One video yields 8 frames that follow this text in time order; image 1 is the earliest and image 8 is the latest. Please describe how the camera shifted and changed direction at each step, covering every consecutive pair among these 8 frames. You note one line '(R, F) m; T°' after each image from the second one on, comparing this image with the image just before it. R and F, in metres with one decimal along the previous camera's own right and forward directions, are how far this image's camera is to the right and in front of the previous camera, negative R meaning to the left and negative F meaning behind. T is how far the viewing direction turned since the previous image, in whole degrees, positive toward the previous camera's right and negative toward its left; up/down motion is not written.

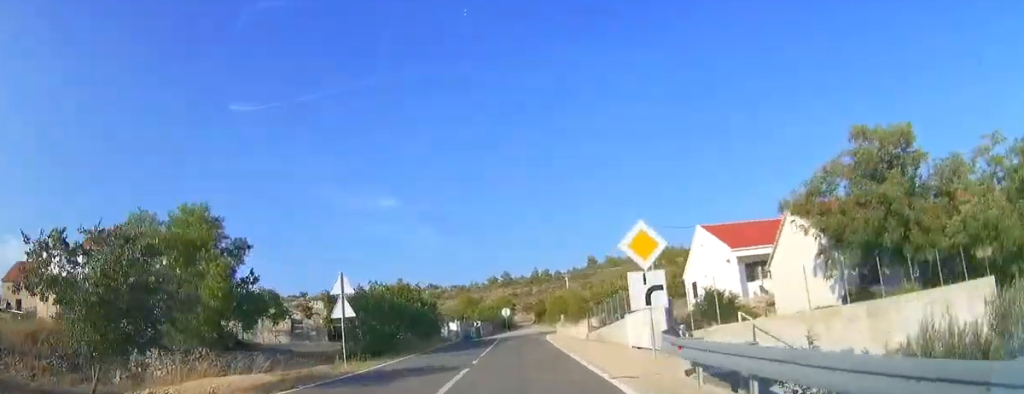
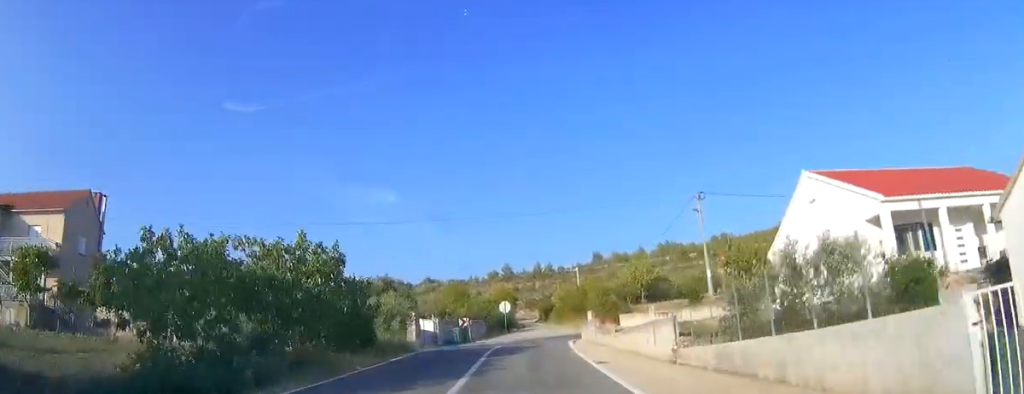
(-0.5, +14.3) m; +2°
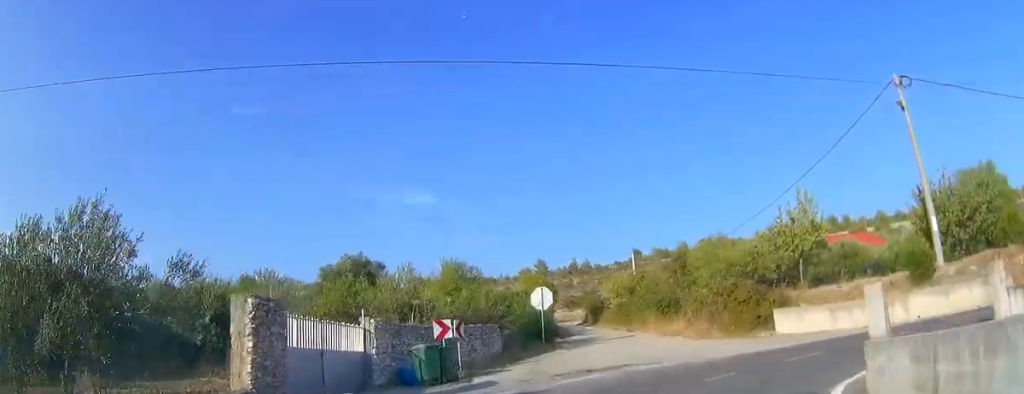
(+2.2, +19.6) m; +8°
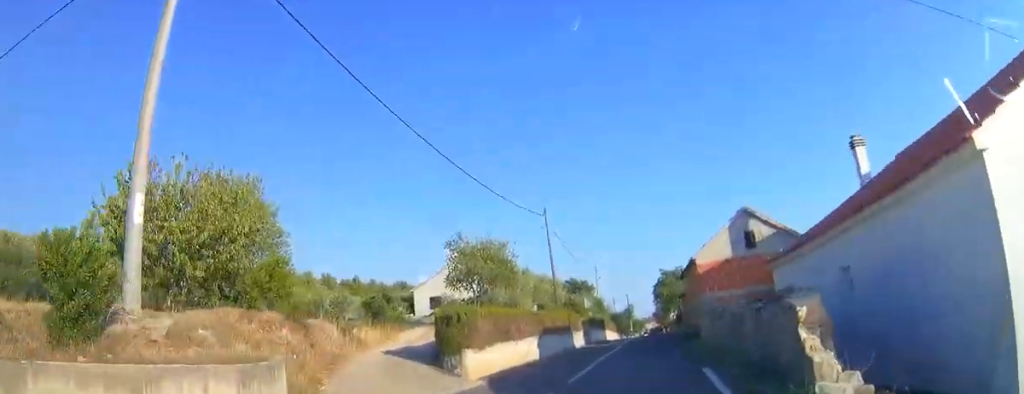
(+0.9, +18.8) m; +34°
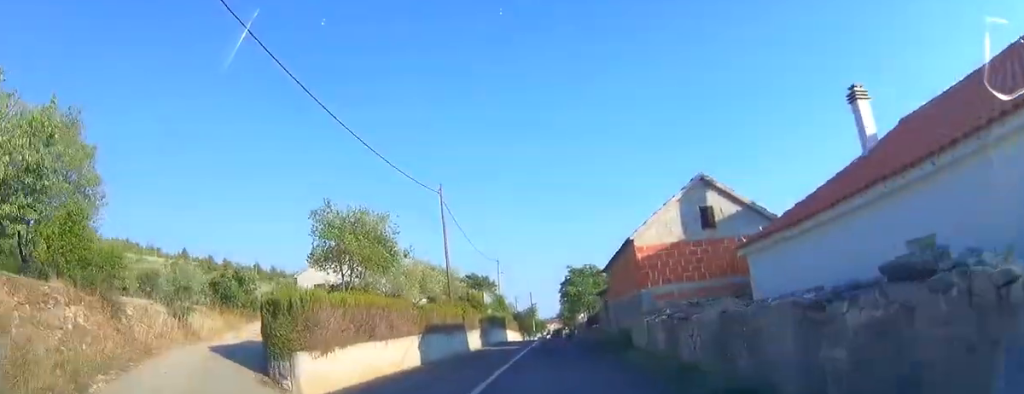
(+3.4, +5.2) m; +28°
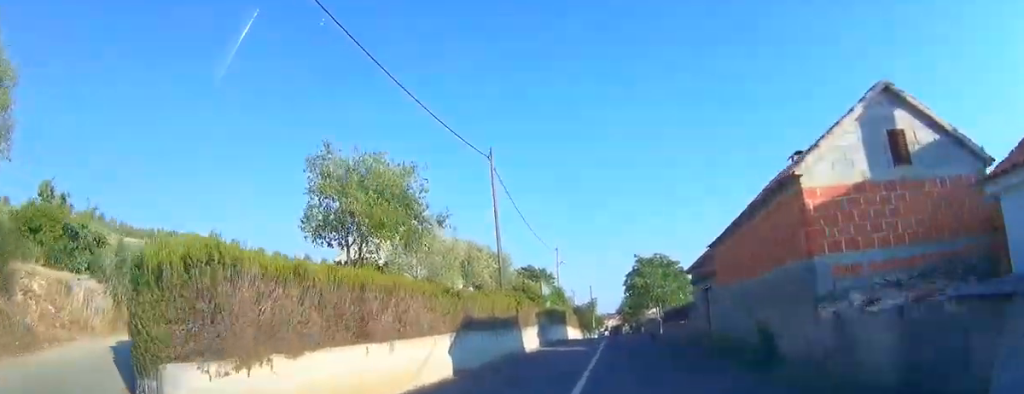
(+1.1, +5.8) m; +12°
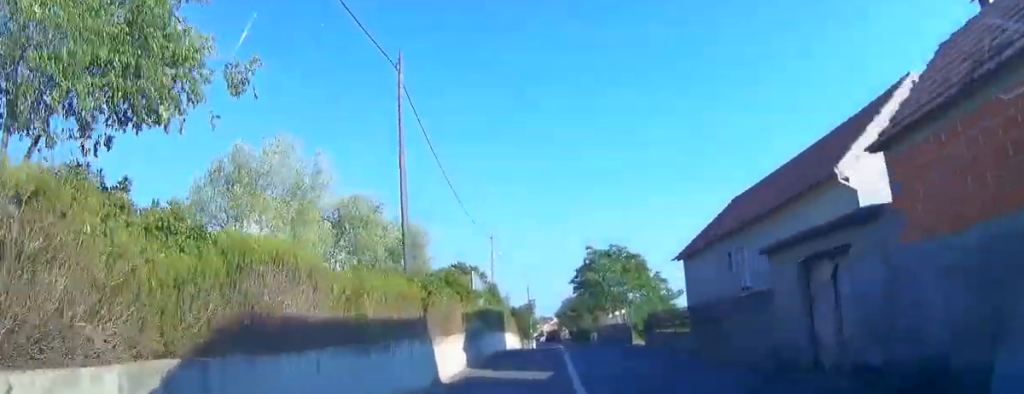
(+0.5, +9.6) m; +6°
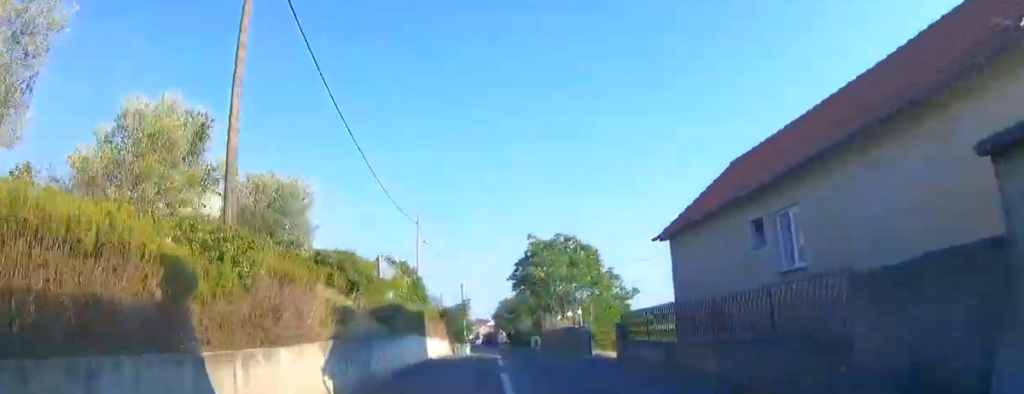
(+0.2, +6.9) m; +2°
